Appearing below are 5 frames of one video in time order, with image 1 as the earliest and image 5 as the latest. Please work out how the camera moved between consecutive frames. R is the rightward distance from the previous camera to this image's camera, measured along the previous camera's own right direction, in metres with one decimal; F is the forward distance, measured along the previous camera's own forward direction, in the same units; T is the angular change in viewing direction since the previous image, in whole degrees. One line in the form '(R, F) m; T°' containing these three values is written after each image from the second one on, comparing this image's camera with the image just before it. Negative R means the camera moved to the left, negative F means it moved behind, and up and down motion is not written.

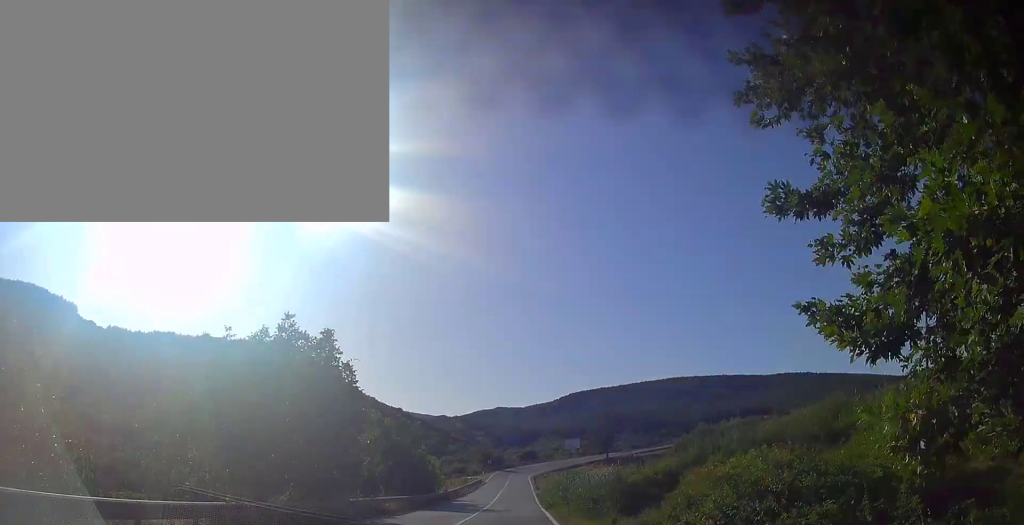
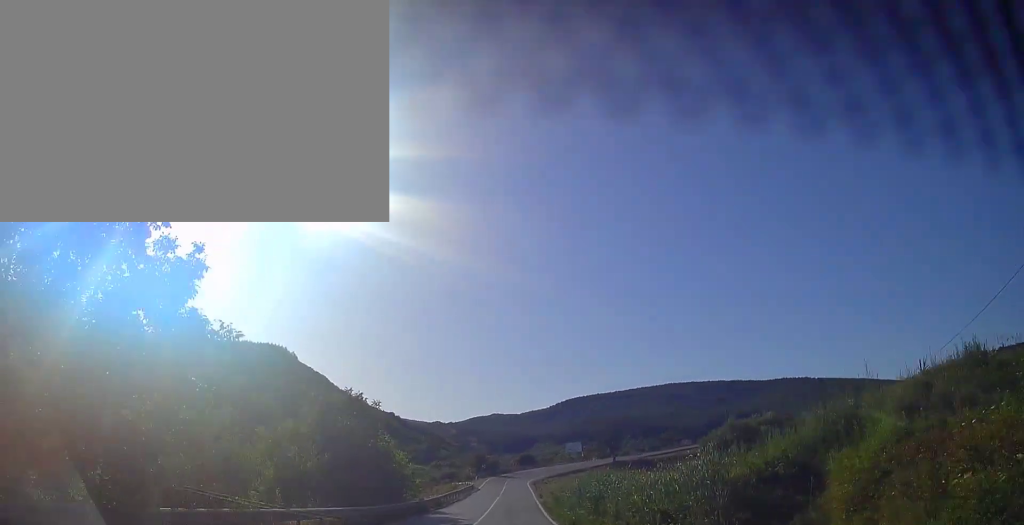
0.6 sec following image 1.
(+0.2, +12.5) m; +1°
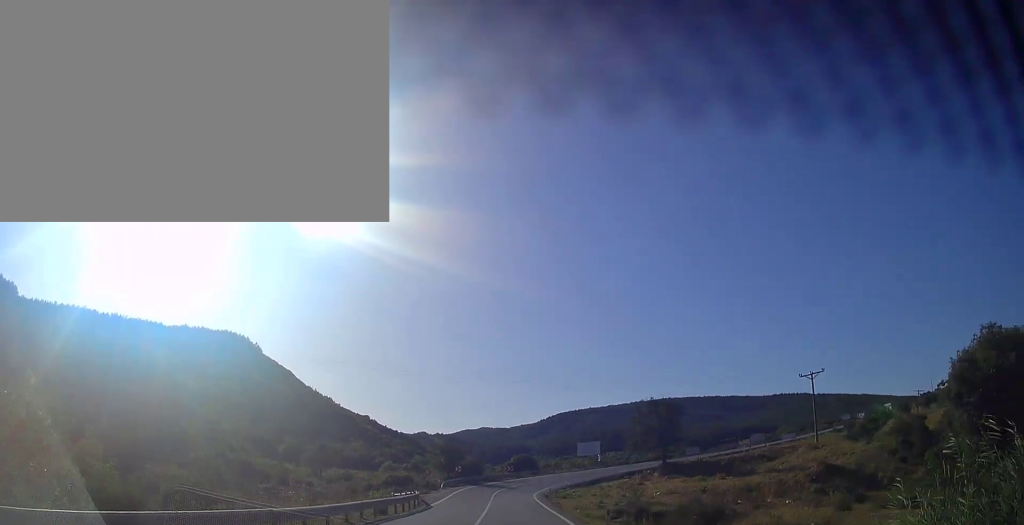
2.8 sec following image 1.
(+0.6, +43.1) m; +1°
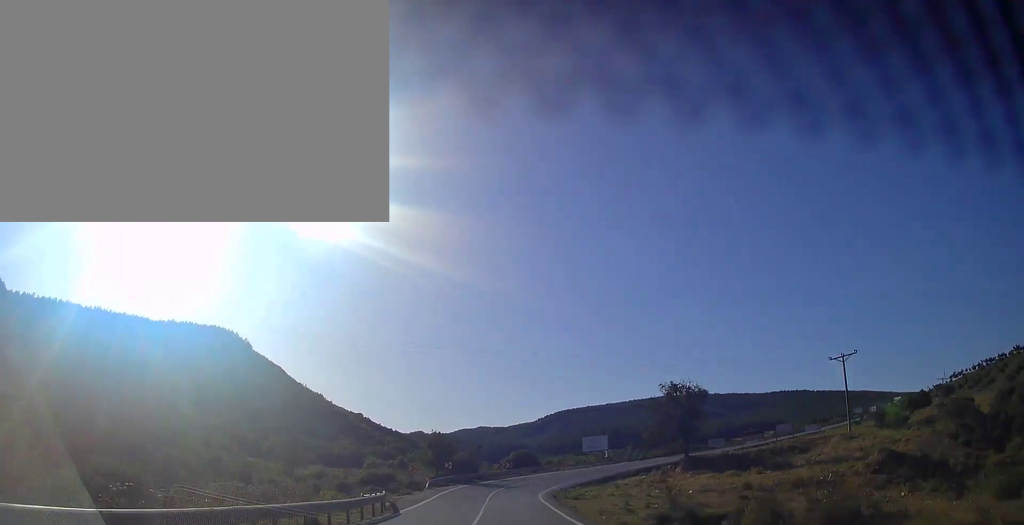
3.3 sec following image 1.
(0.0, +10.4) m; 0°
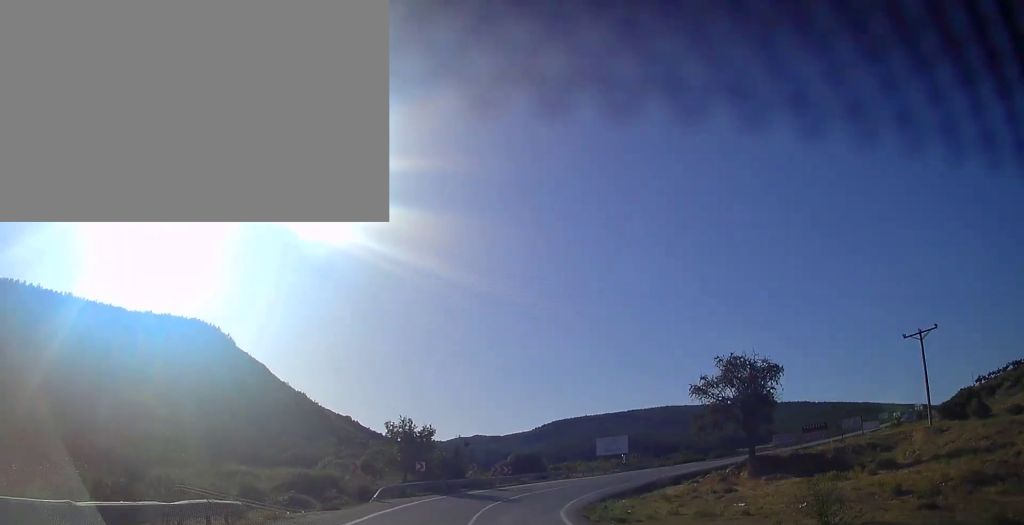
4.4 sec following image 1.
(+0.1, +19.2) m; 0°
